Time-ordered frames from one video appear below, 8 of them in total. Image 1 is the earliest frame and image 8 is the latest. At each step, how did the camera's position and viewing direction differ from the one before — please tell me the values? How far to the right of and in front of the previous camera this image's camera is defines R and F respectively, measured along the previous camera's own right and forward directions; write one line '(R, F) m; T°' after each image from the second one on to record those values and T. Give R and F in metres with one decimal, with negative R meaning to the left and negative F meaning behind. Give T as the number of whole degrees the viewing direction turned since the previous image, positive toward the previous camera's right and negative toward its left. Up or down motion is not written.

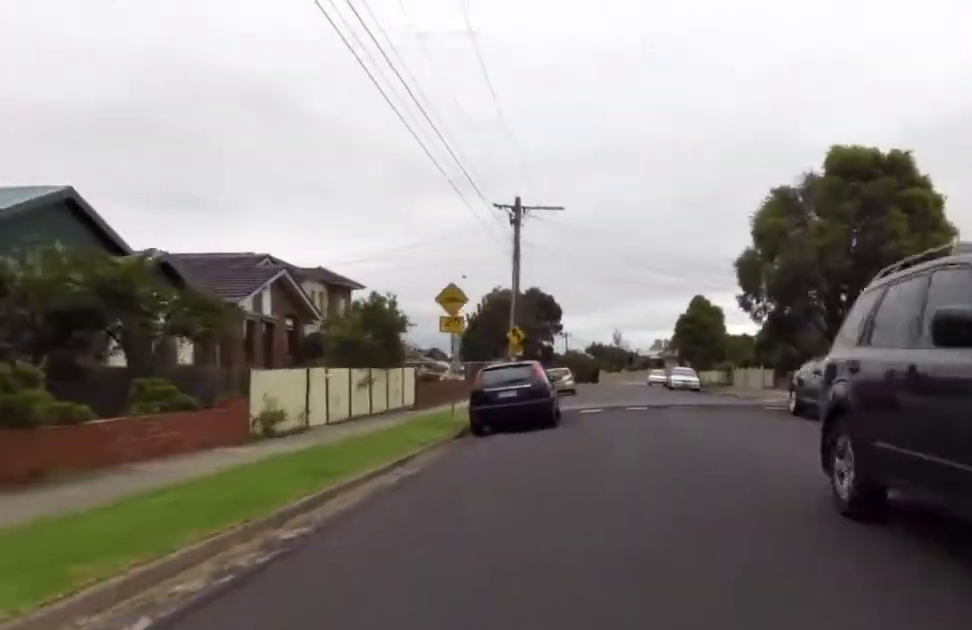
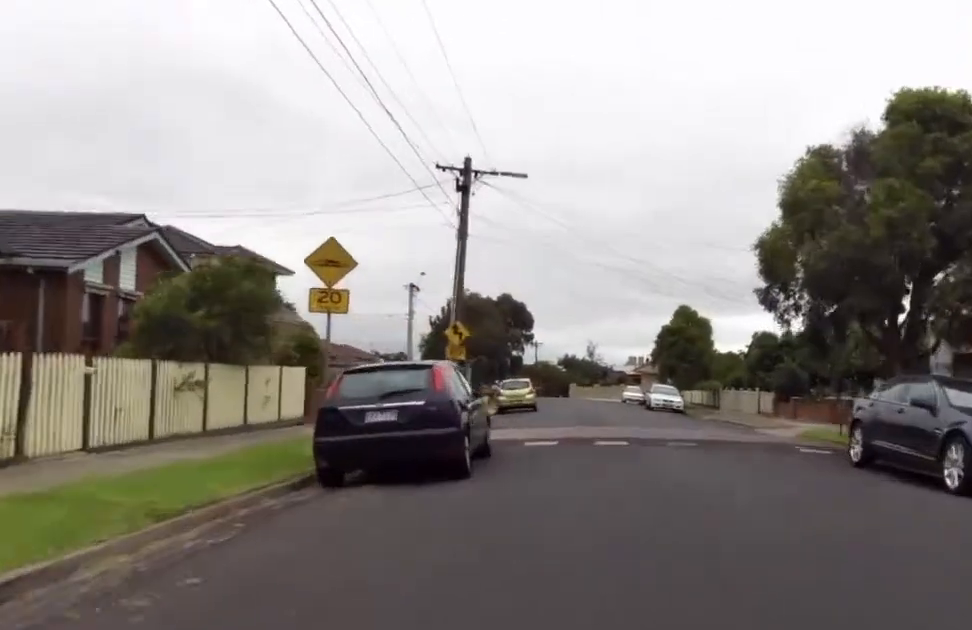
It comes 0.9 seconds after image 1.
(-1.1, +6.4) m; 0°
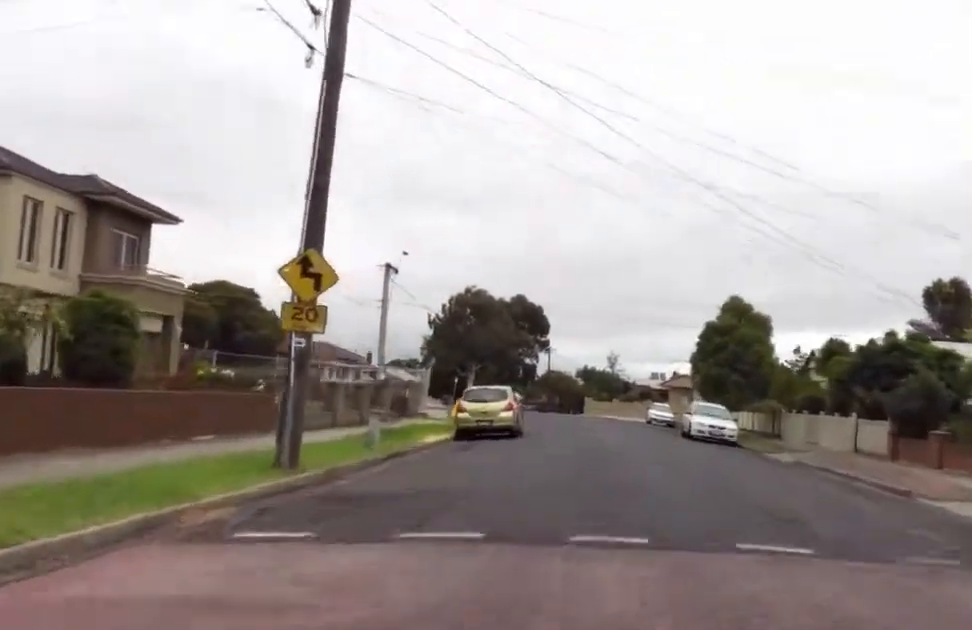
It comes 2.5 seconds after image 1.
(+0.5, +11.6) m; -5°
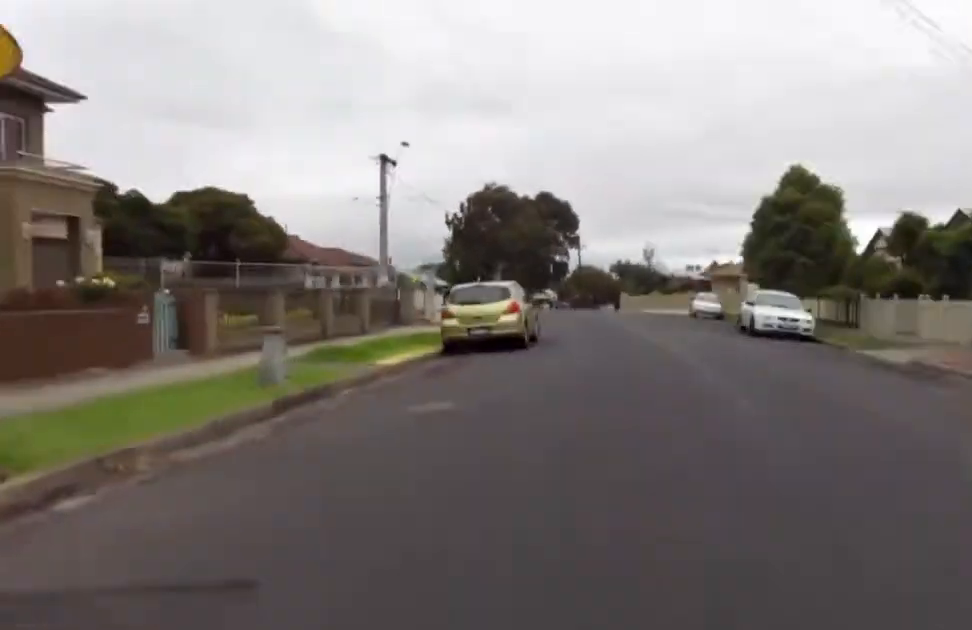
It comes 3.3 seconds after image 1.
(-0.5, +6.0) m; -1°
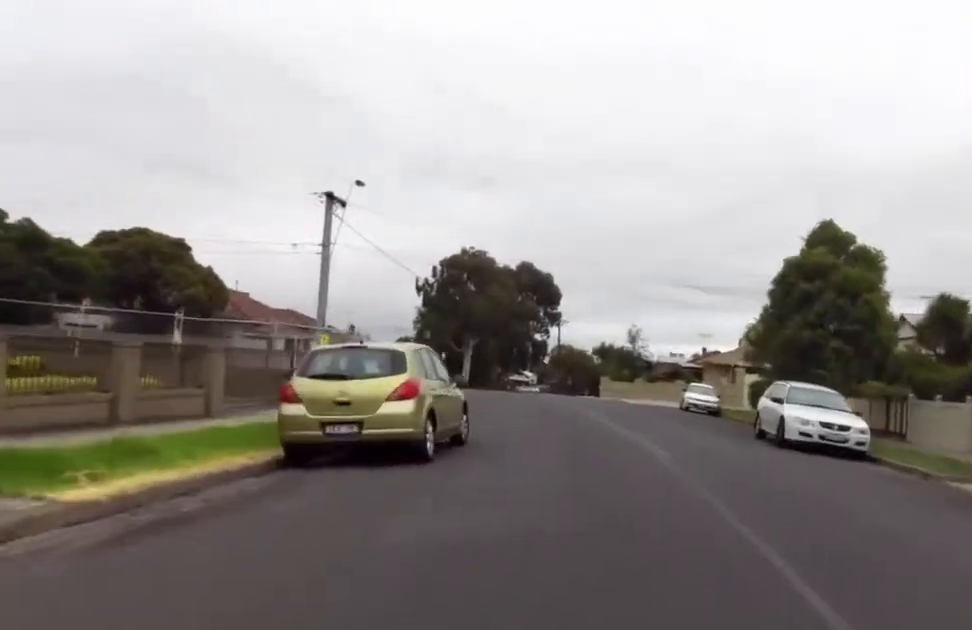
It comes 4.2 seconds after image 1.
(+0.2, +6.5) m; +6°
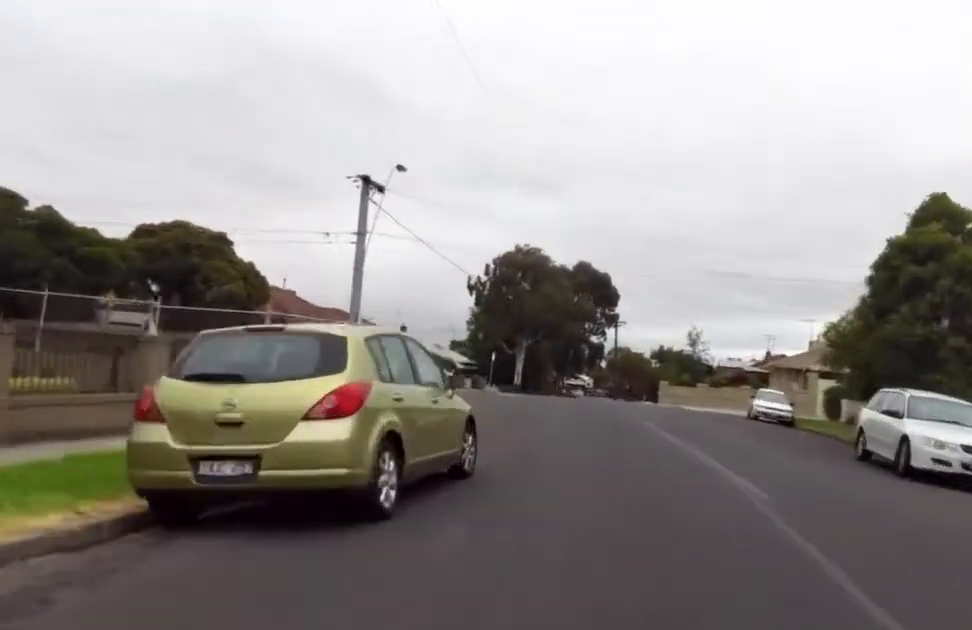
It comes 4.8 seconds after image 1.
(+0.6, +3.6) m; +1°
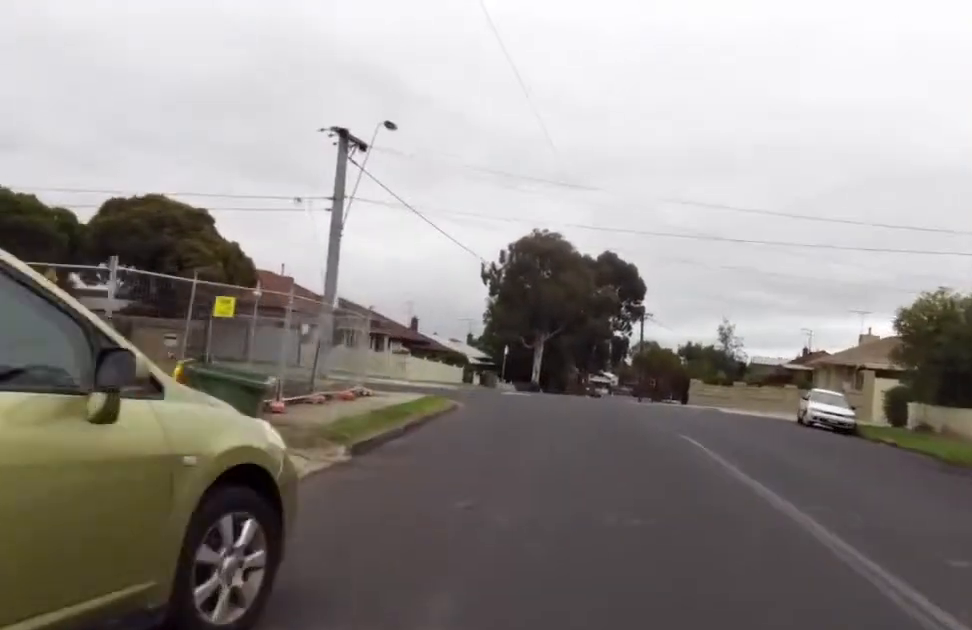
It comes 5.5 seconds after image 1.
(-0.3, +5.1) m; -5°
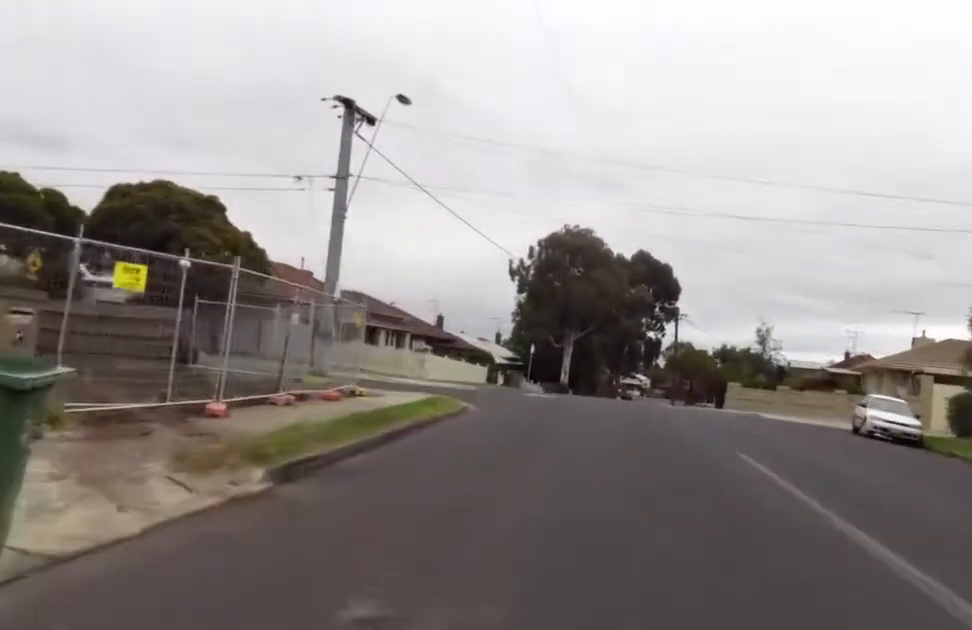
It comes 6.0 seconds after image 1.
(-0.1, +2.9) m; -4°
